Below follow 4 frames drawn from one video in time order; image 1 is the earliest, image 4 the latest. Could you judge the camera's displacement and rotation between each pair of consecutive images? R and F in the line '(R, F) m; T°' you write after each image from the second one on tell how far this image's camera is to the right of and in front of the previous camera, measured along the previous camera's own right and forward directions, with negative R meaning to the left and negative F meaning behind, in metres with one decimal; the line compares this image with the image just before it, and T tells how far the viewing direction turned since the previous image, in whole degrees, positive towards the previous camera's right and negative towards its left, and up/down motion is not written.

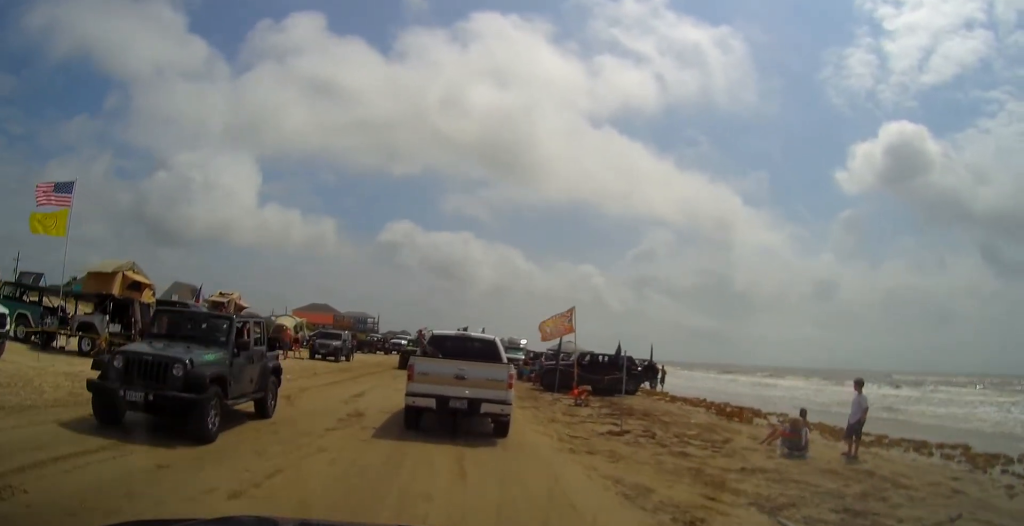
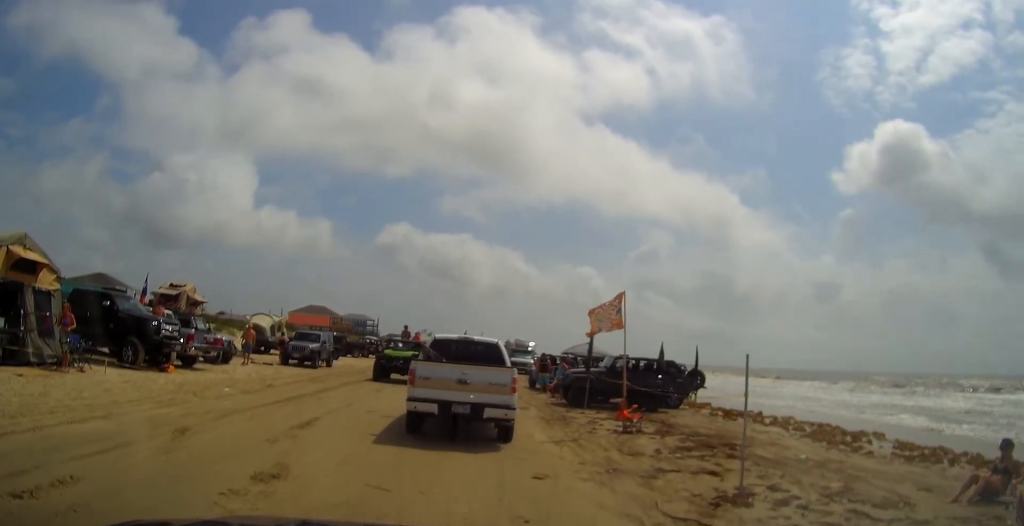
(-0.5, +6.3) m; -3°
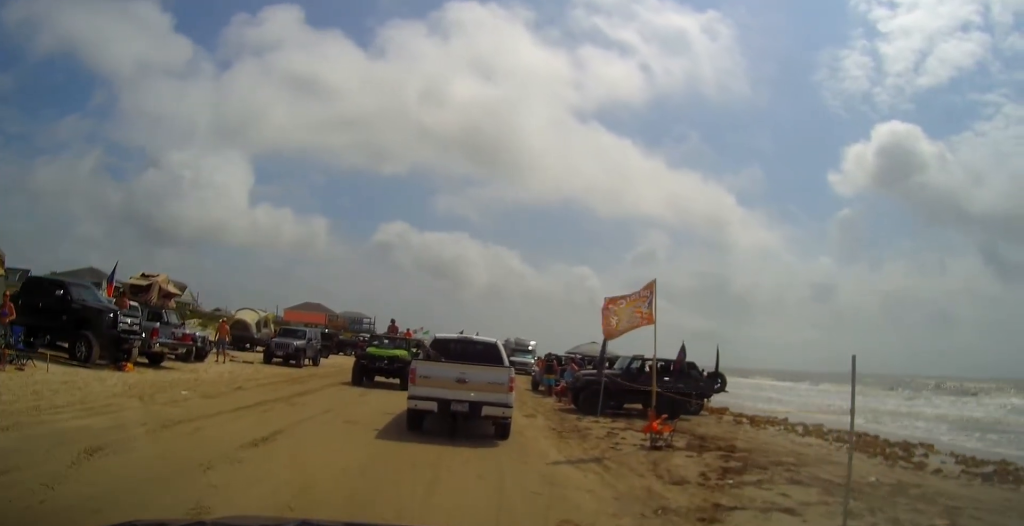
(0.0, +2.3) m; -1°
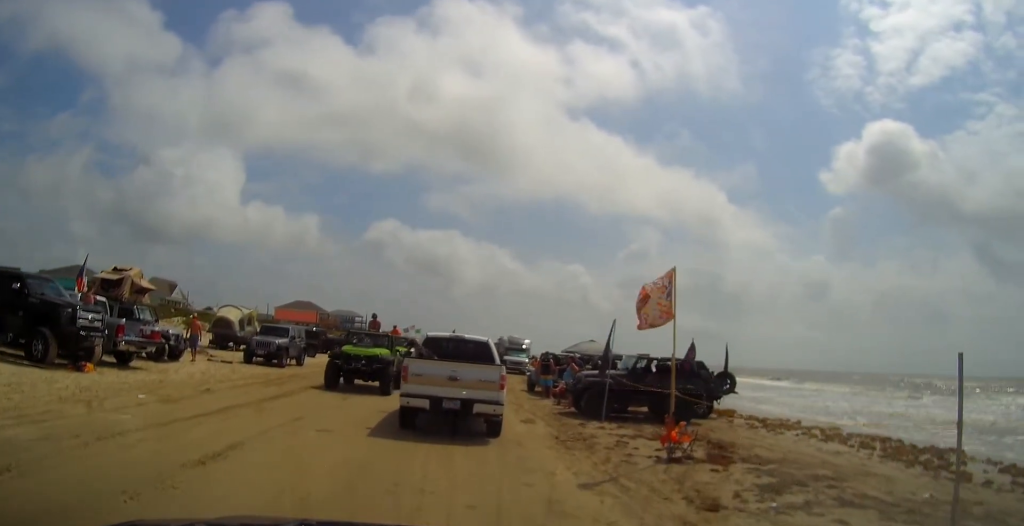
(0.0, +1.5) m; 0°
